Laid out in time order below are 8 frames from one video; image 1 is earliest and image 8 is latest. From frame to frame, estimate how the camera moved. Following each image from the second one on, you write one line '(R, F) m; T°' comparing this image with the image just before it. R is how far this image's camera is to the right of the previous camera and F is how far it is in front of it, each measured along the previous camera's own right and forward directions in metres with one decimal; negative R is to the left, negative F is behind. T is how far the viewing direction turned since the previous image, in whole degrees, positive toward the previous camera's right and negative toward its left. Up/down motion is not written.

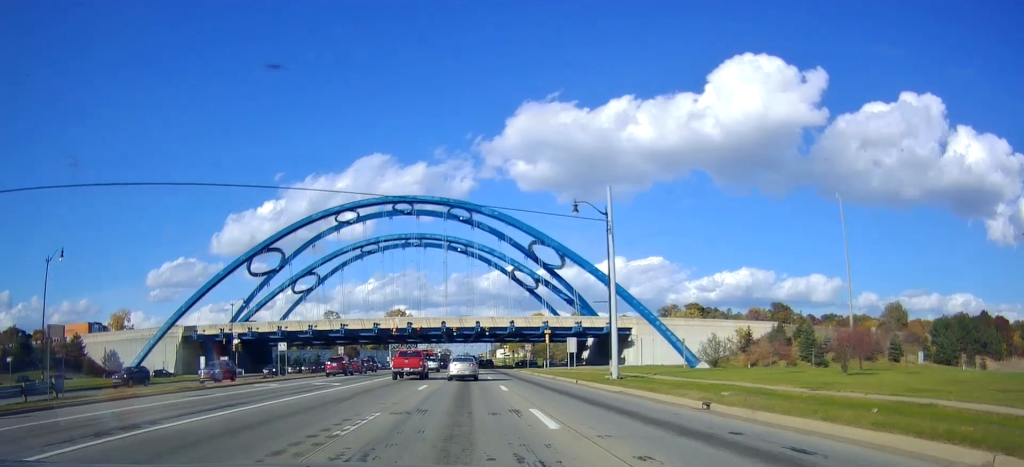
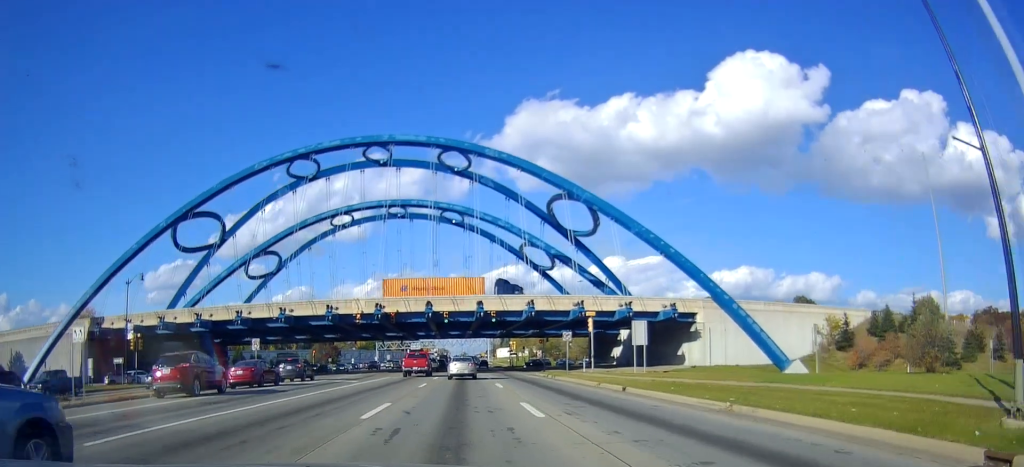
(0.0, +28.1) m; 0°
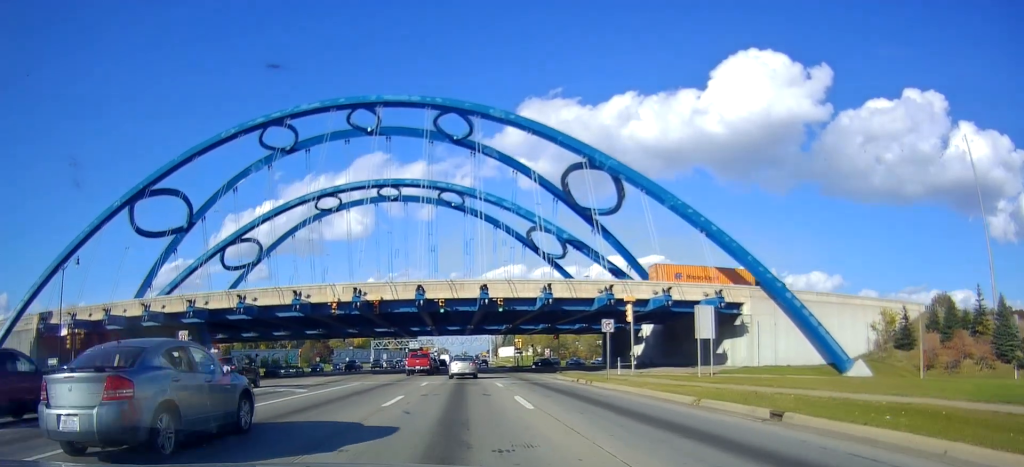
(0.0, +12.1) m; 0°
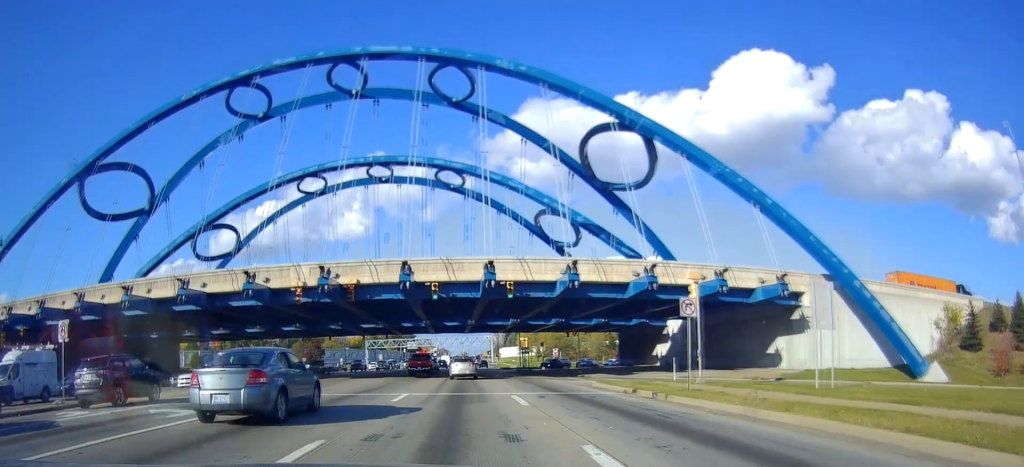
(0.0, +11.4) m; 0°
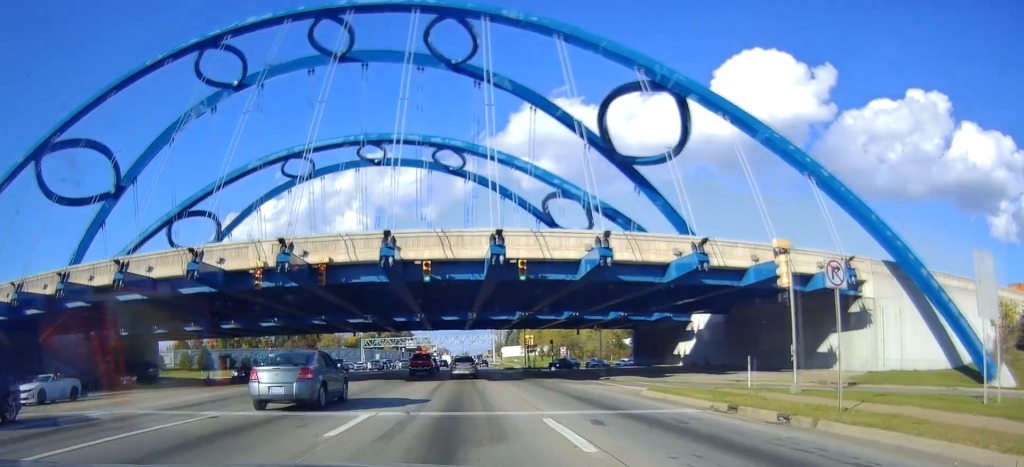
(0.0, +8.5) m; 0°
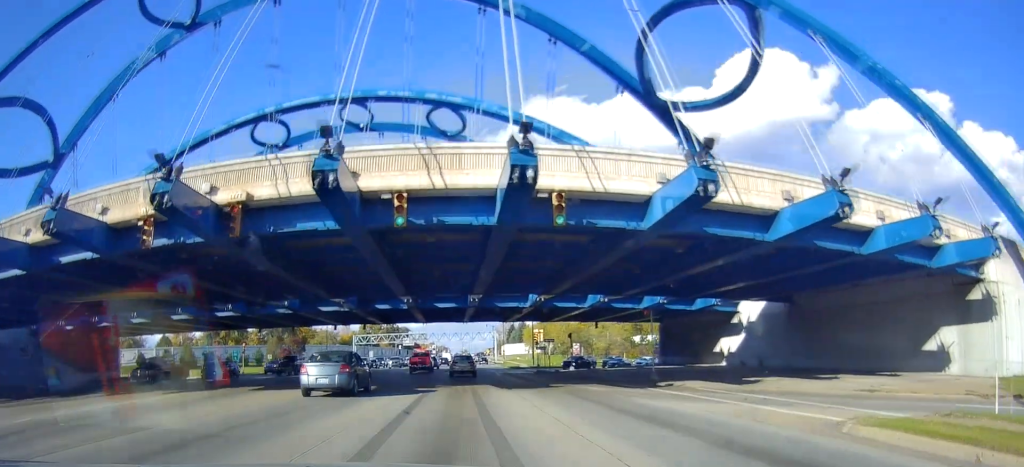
(0.0, +12.6) m; 0°
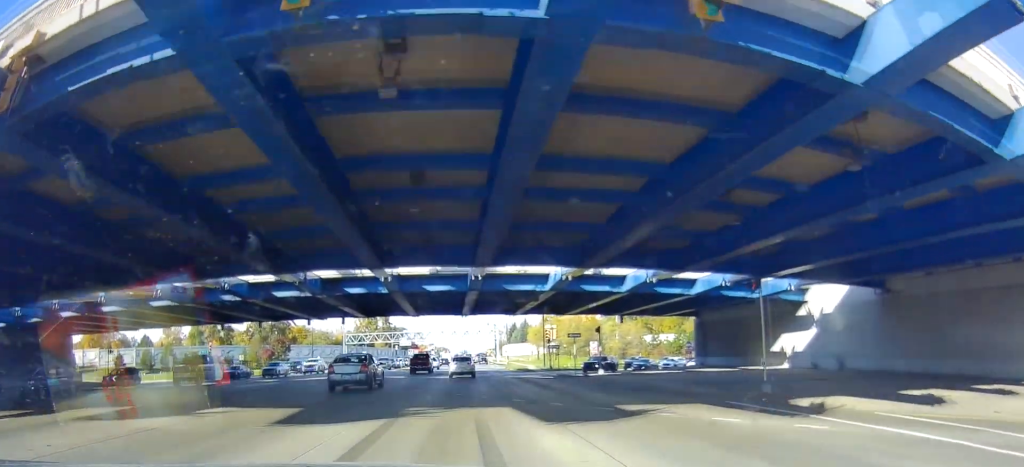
(0.0, +12.4) m; 0°
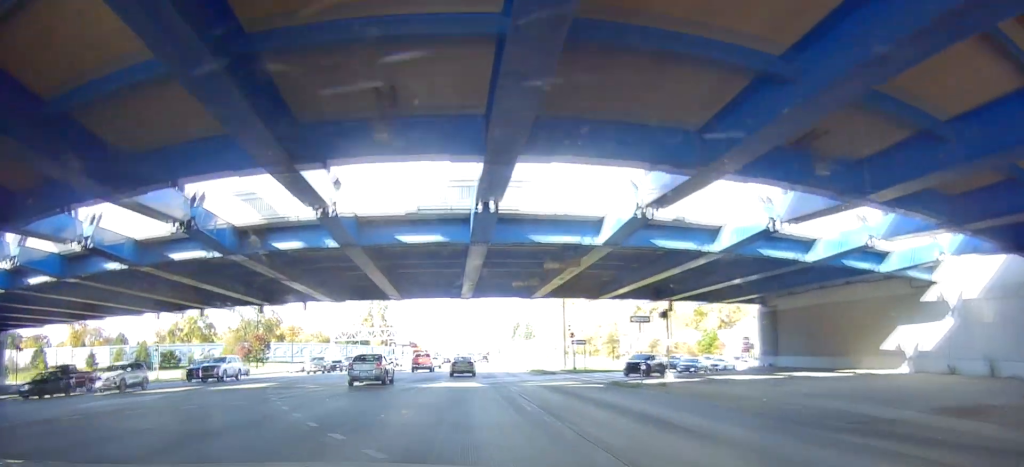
(0.0, +14.8) m; 0°
